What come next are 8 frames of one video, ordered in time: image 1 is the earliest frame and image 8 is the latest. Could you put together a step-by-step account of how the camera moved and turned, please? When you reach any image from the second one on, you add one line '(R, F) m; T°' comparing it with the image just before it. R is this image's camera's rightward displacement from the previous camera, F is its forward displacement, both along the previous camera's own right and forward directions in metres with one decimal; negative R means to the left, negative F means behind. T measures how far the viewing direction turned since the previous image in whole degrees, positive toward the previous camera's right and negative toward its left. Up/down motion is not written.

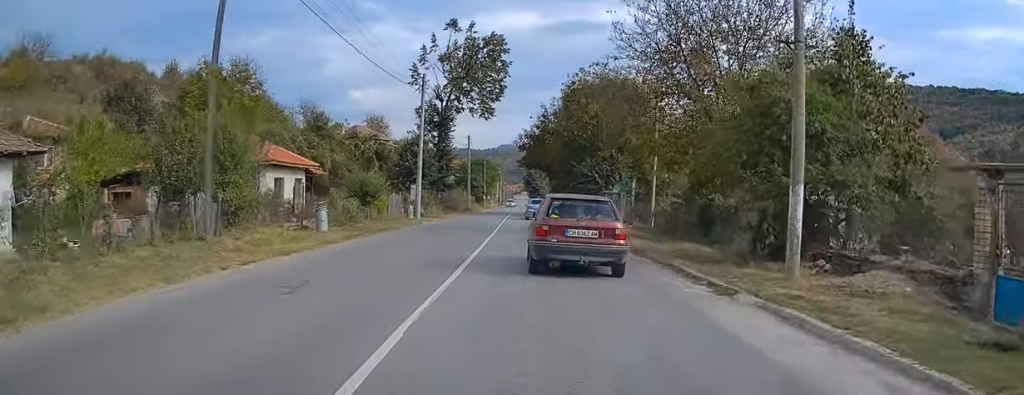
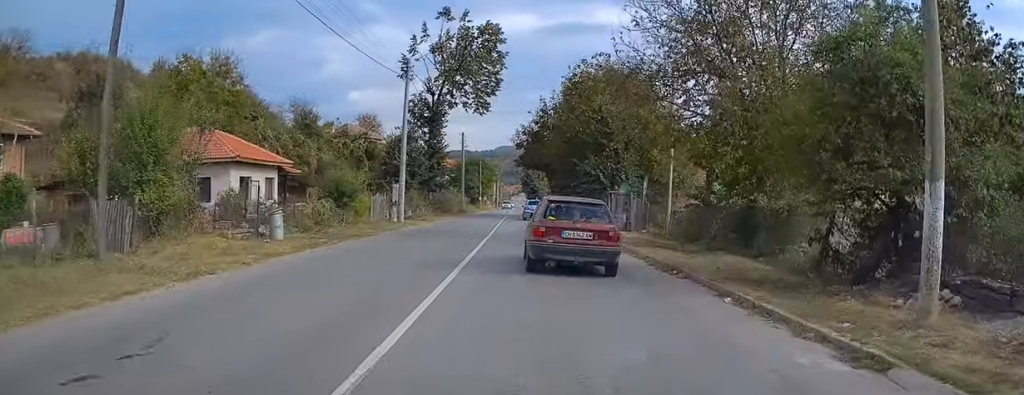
(-0.1, +4.4) m; 0°
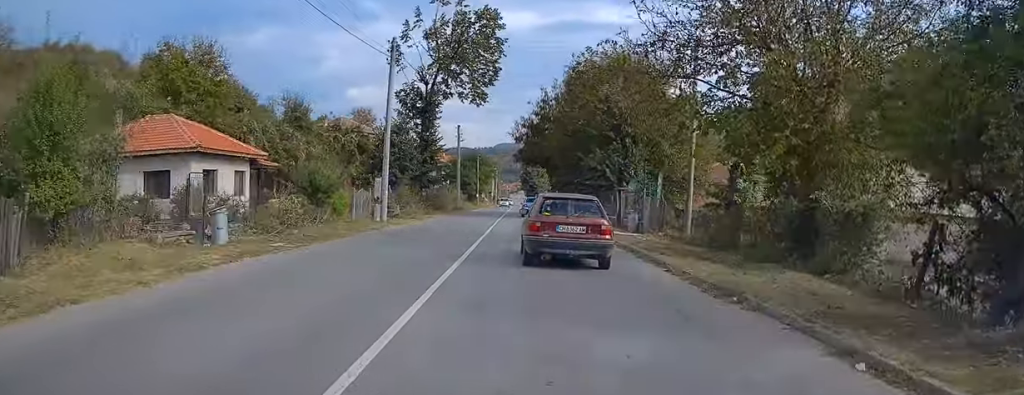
(0.0, +3.8) m; 0°
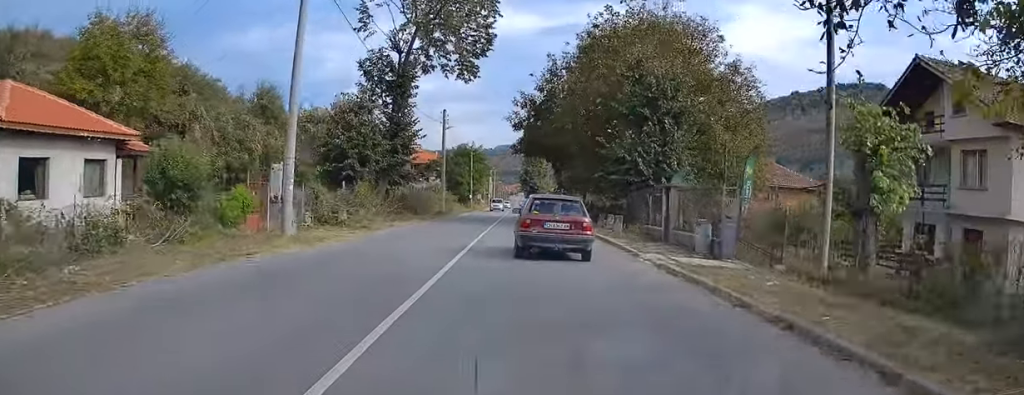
(+0.1, +11.9) m; 0°
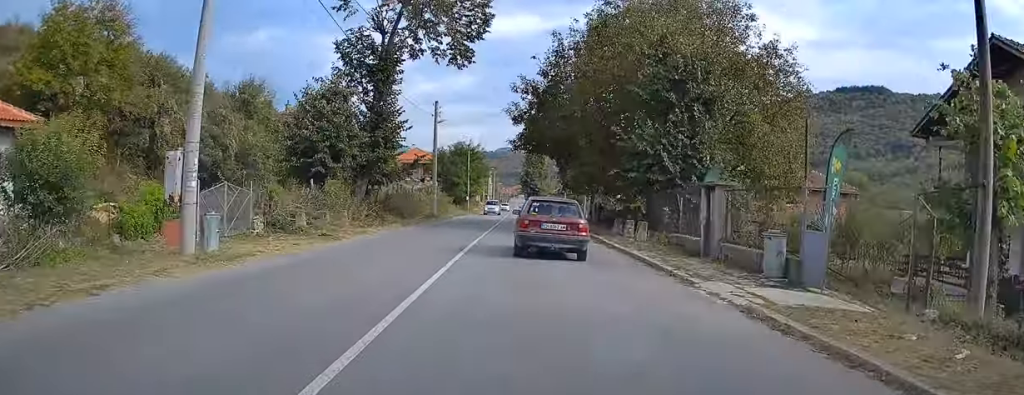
(+0.1, +5.2) m; -1°
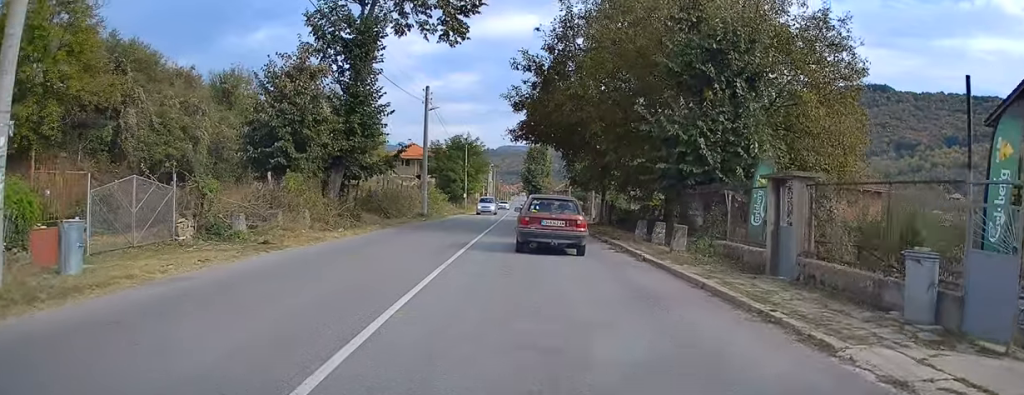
(-0.1, +5.1) m; -1°
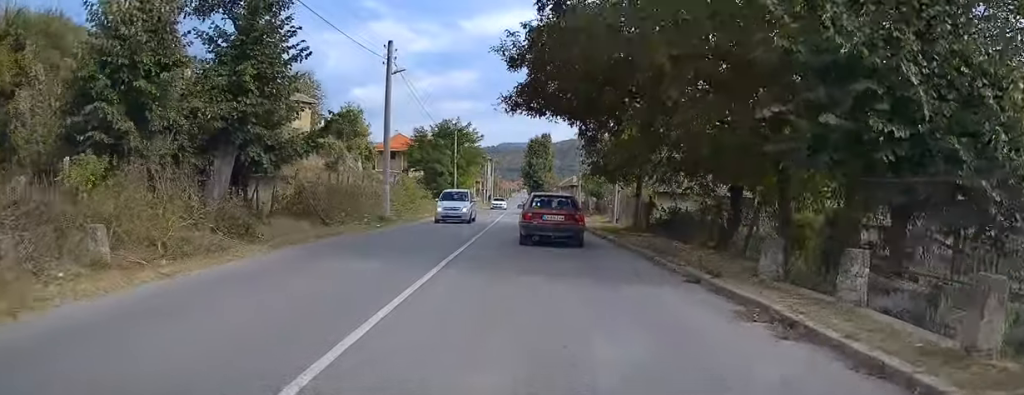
(-0.2, +11.5) m; 0°
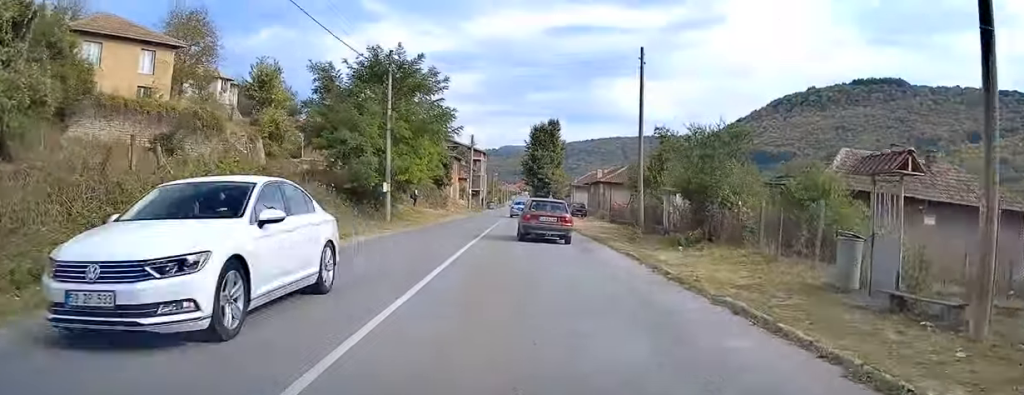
(+0.5, +30.4) m; +2°
